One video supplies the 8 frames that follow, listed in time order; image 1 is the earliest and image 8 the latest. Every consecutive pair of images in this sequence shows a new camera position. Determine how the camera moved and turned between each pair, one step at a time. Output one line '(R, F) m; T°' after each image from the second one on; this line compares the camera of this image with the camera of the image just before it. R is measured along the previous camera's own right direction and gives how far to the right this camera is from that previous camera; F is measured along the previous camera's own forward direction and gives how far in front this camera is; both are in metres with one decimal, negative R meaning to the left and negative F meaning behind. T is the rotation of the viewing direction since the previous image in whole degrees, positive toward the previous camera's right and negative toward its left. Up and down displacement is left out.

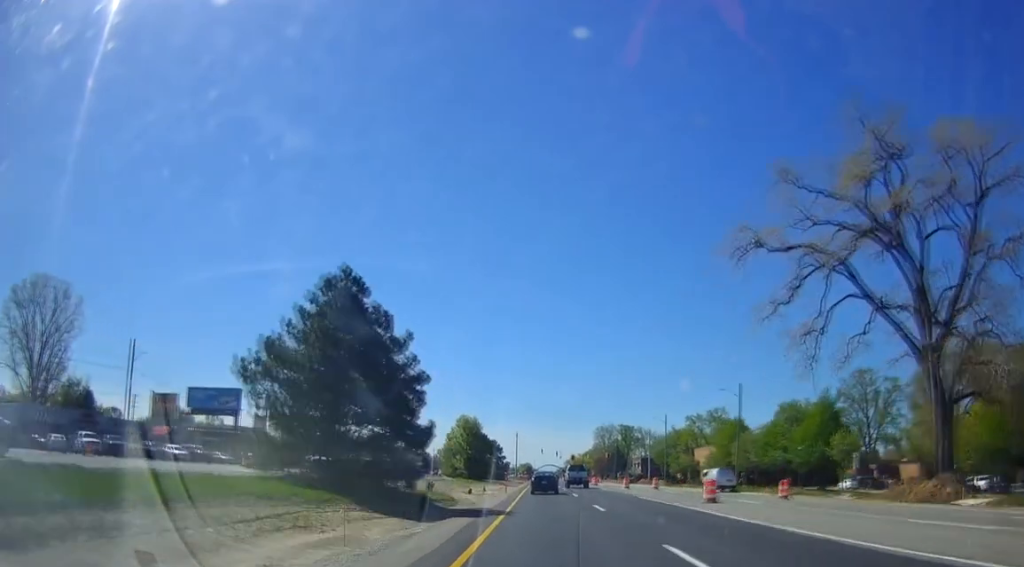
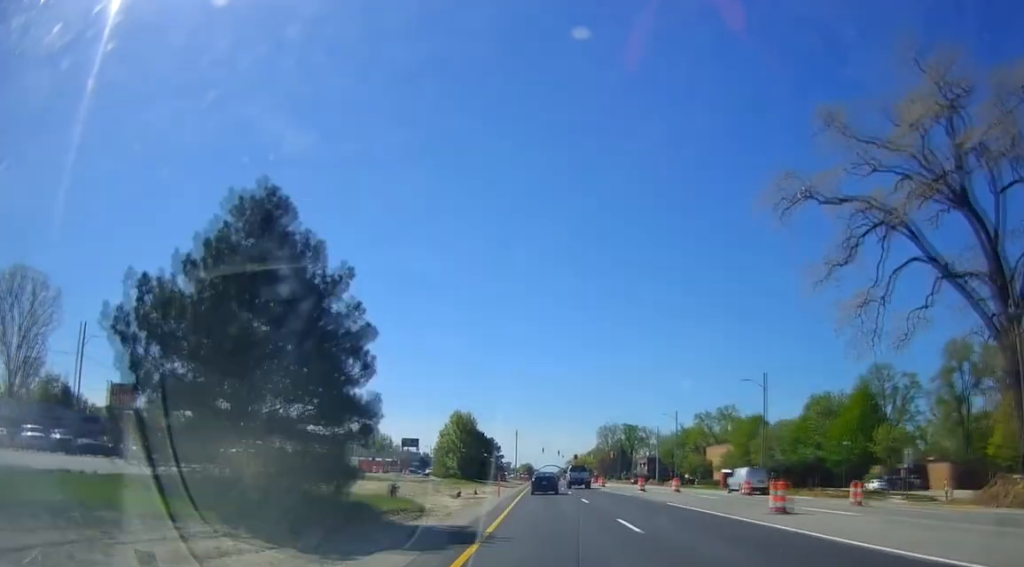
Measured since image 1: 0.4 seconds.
(+0.1, +9.0) m; -1°
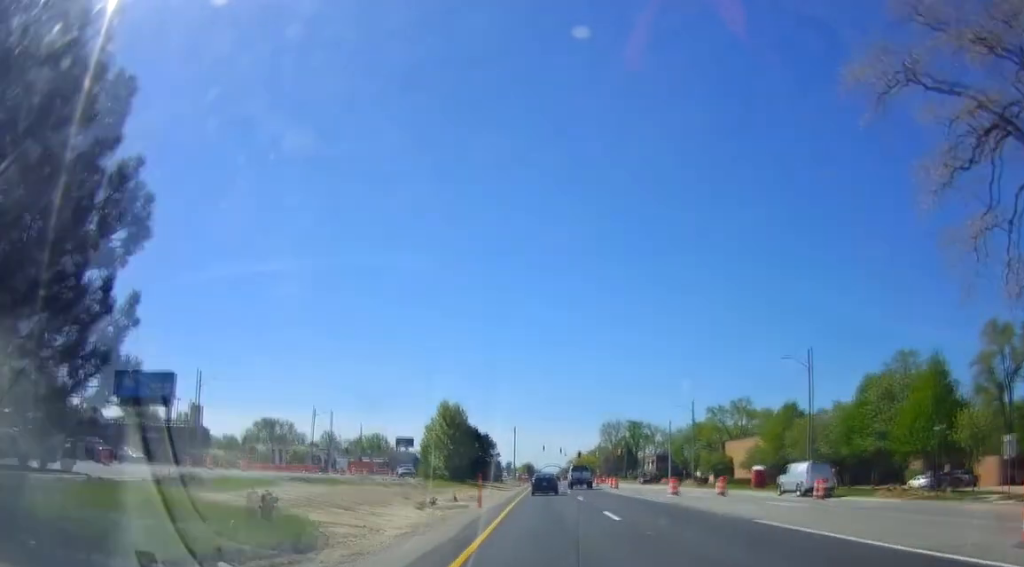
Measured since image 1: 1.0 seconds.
(0.0, +12.5) m; -1°
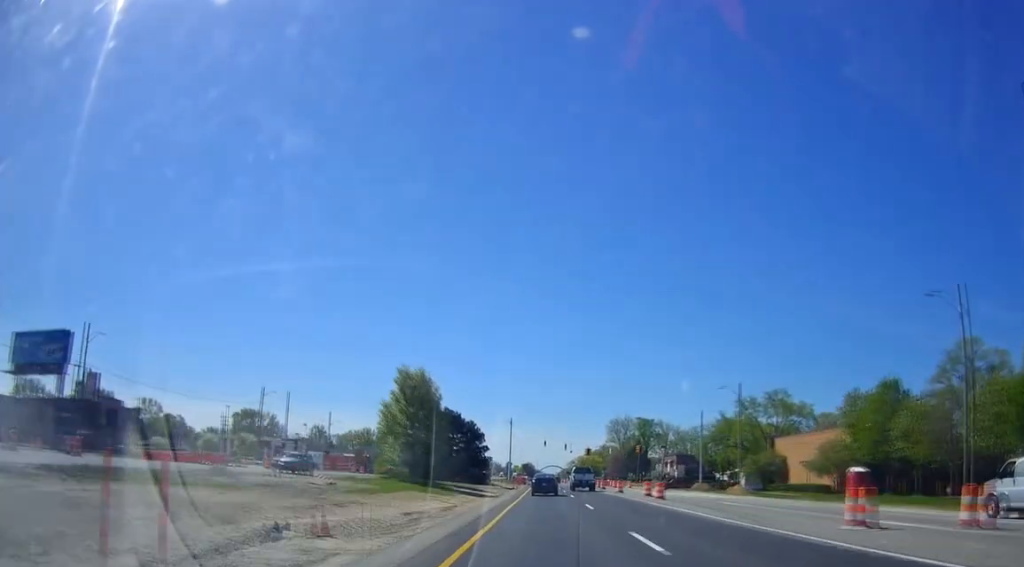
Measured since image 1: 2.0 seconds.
(-0.5, +23.0) m; 0°
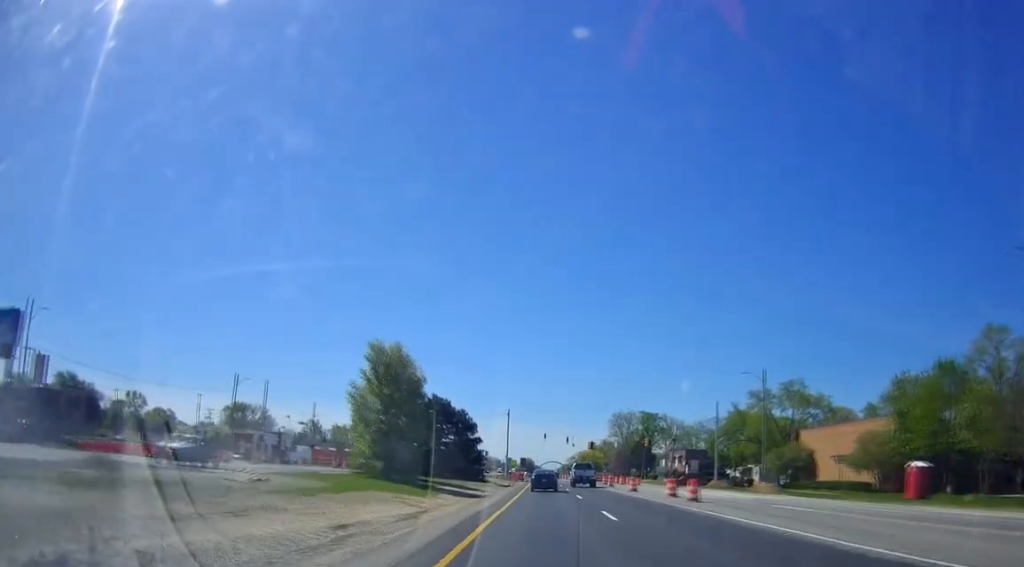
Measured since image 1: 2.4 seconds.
(+0.3, +9.2) m; 0°
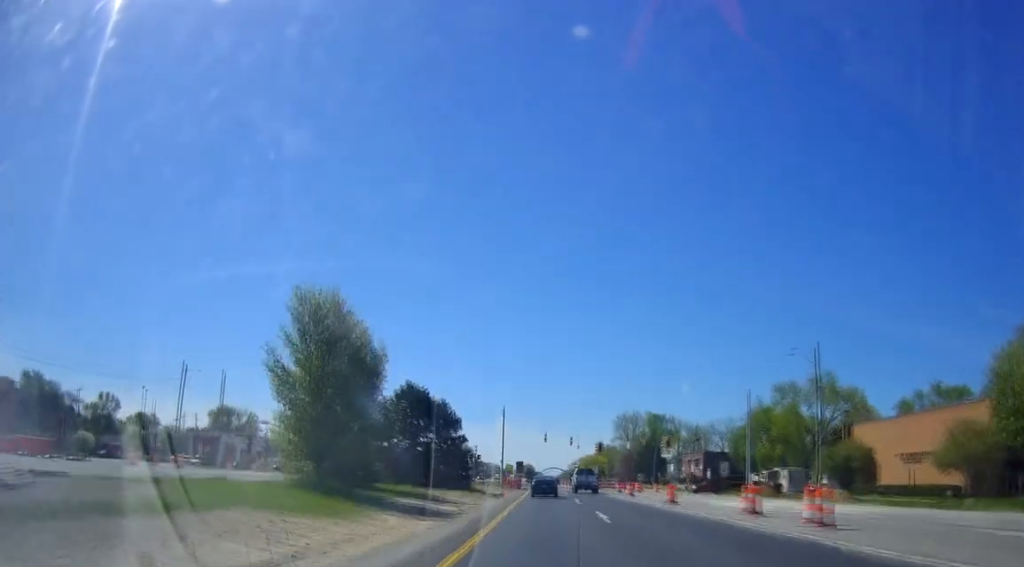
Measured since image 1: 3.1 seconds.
(0.0, +13.2) m; 0°
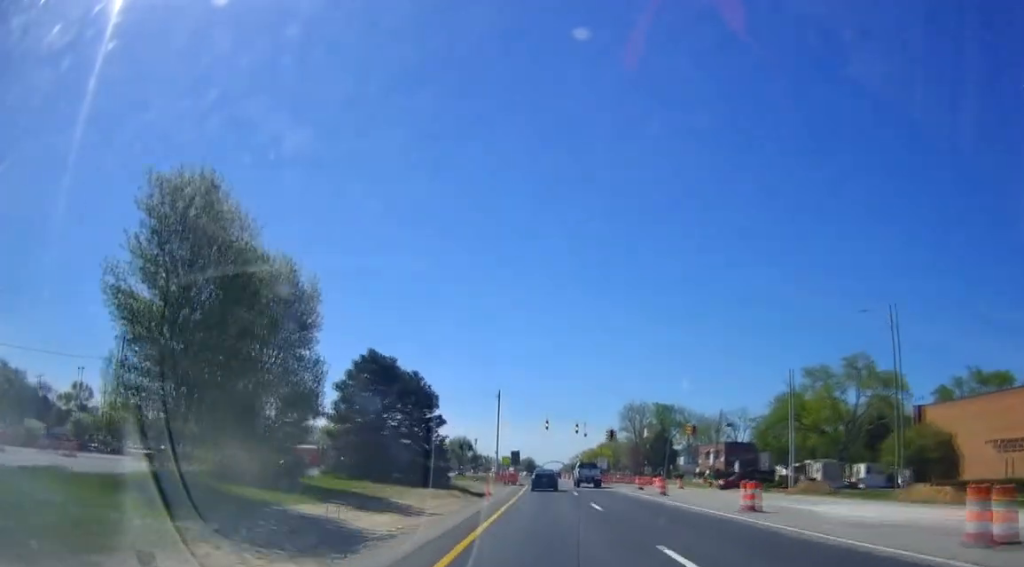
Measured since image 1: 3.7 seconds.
(-0.6, +11.0) m; 0°
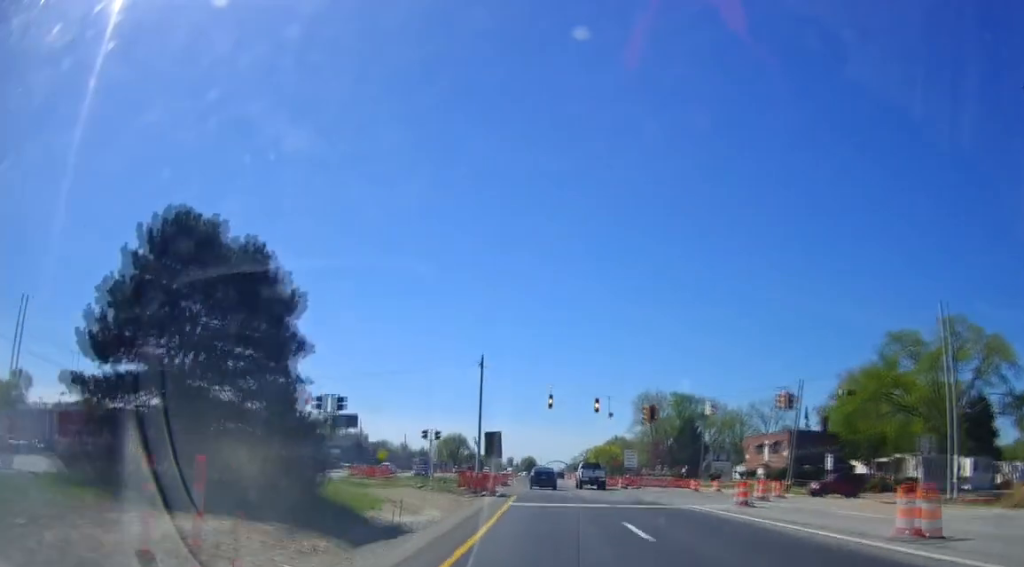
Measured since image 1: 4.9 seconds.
(+0.7, +25.6) m; +2°
